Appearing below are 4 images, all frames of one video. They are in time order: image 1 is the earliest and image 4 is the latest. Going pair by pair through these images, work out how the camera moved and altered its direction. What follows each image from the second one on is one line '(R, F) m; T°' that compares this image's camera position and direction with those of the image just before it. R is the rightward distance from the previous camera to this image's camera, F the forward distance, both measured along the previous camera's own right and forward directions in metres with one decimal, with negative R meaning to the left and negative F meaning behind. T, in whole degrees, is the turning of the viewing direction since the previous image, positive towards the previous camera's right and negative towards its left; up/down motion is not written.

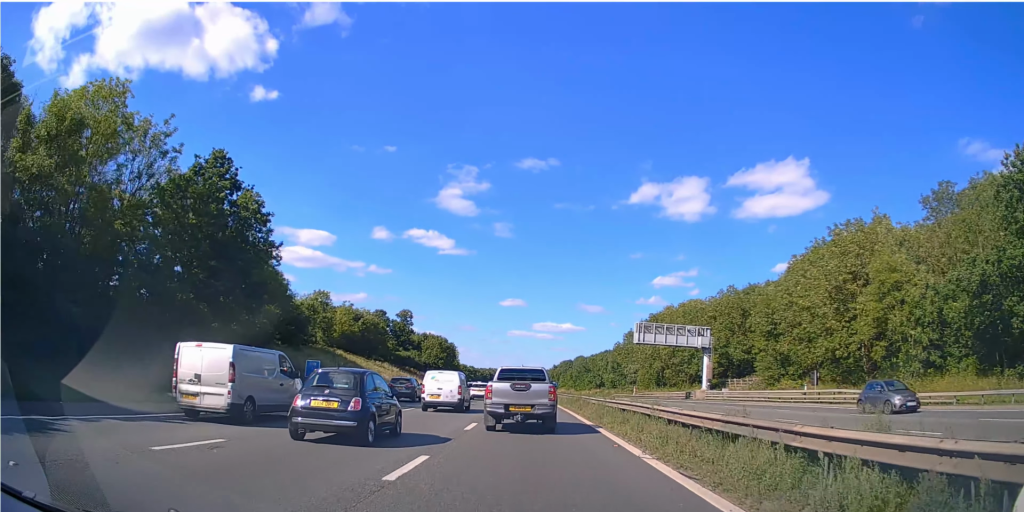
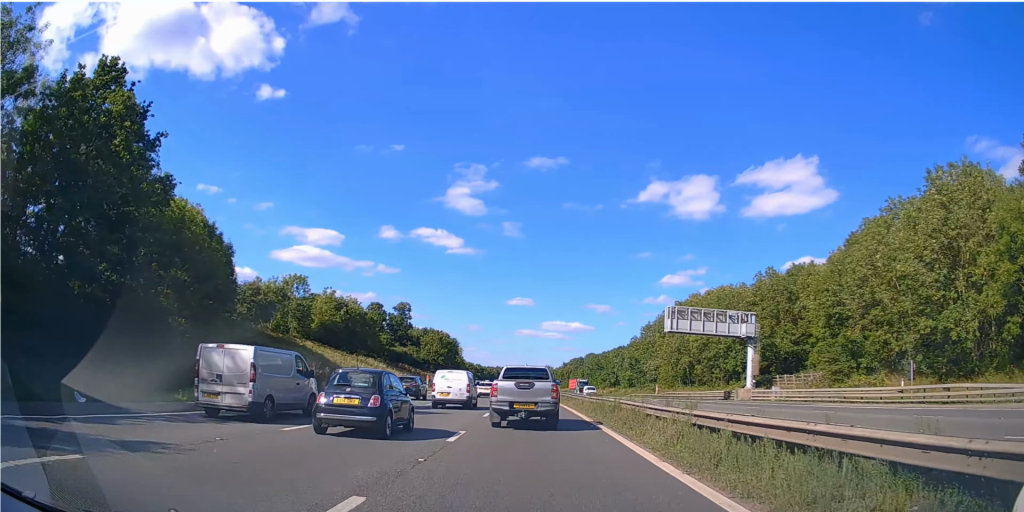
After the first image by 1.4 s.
(-0.1, +14.0) m; -1°
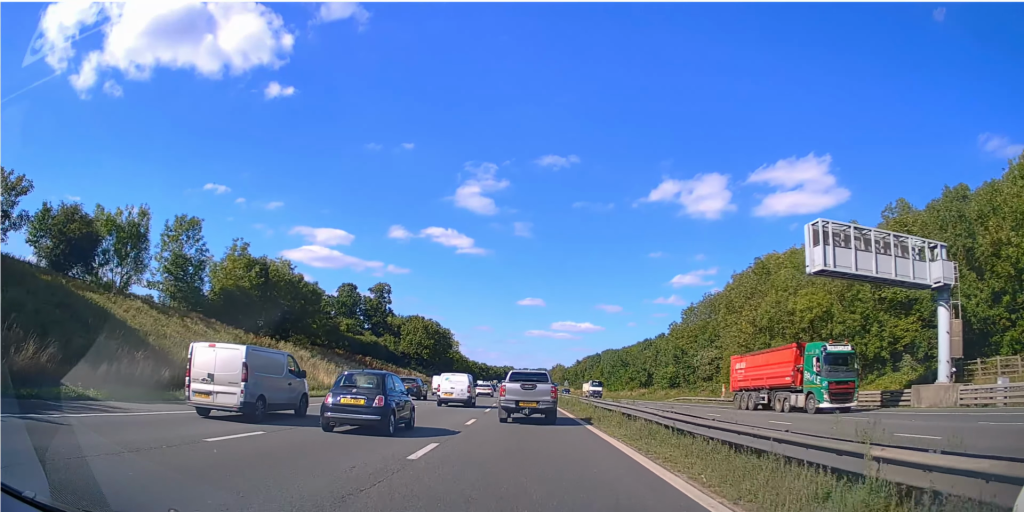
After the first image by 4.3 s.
(-0.2, +31.7) m; -1°
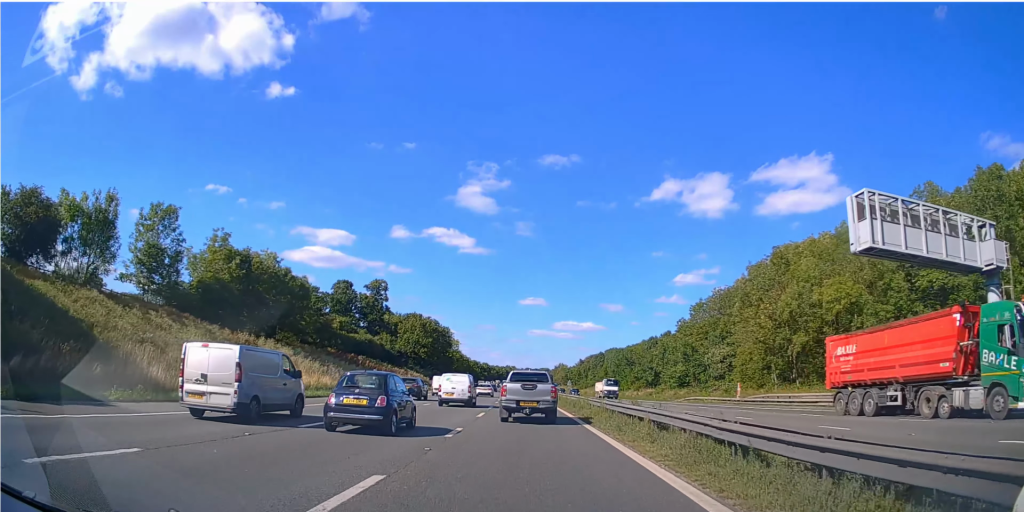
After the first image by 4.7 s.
(0.0, +4.5) m; 0°
